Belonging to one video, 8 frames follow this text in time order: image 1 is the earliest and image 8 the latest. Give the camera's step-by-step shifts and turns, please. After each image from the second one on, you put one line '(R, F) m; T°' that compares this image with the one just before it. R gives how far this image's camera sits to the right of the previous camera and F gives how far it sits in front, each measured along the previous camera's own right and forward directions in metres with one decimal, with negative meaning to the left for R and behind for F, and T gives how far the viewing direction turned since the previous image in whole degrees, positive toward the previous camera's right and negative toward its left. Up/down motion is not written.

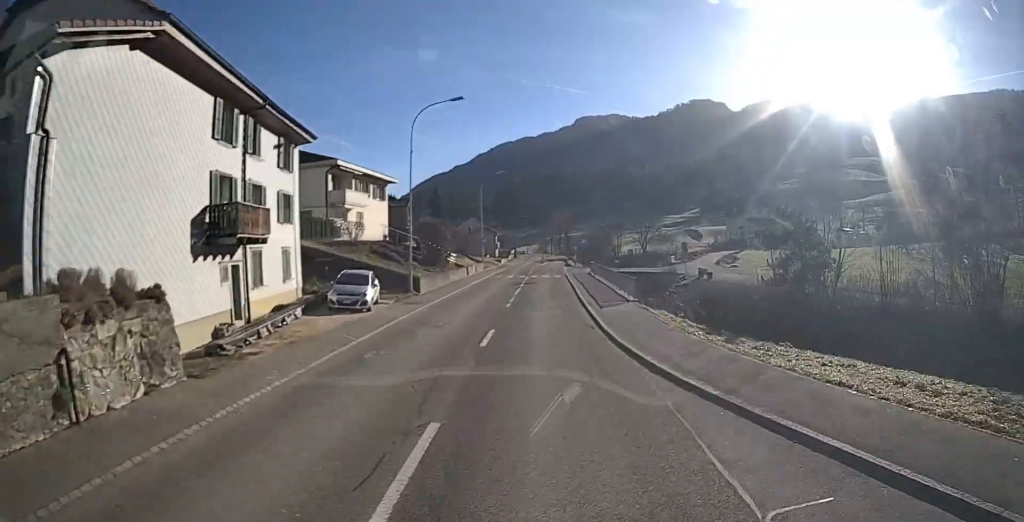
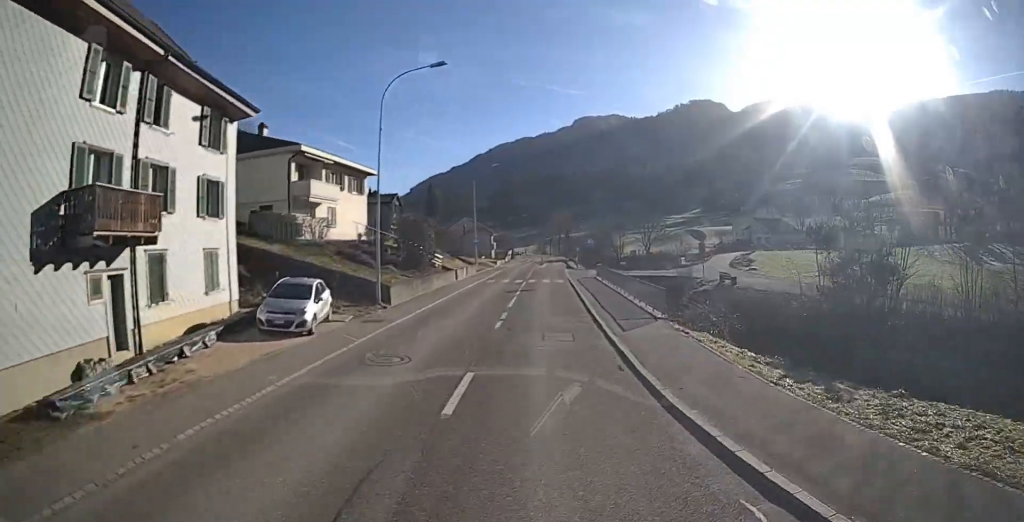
(0.0, +5.7) m; 0°
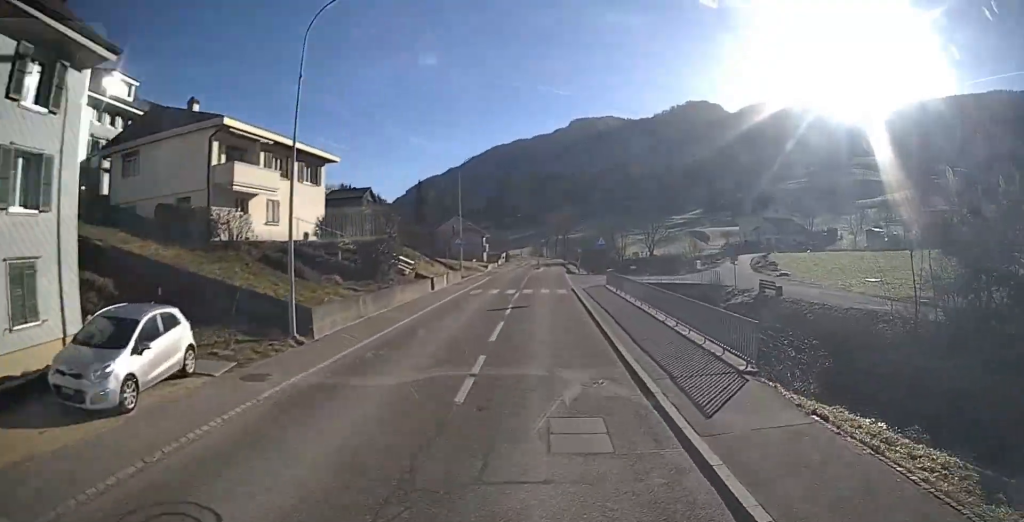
(0.0, +7.6) m; 0°
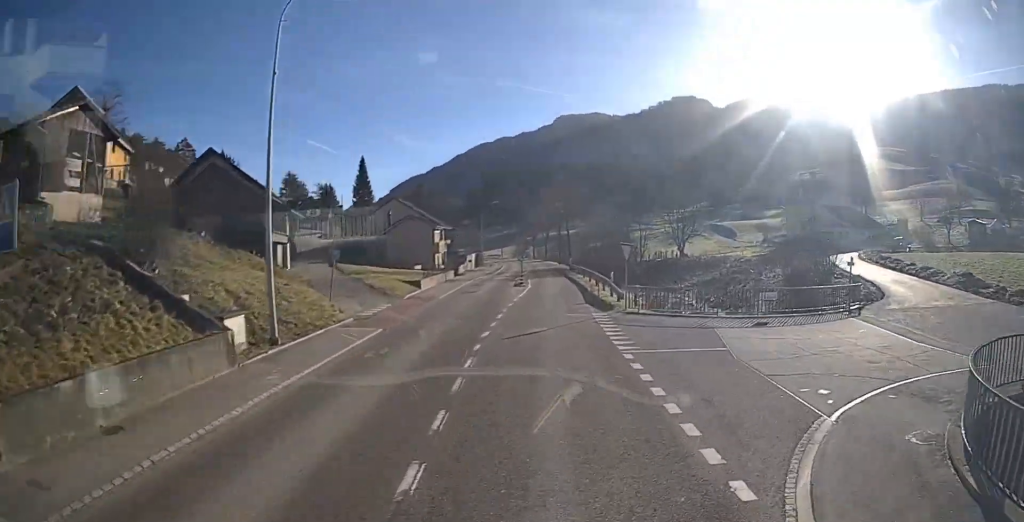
(+0.8, +33.0) m; +4°
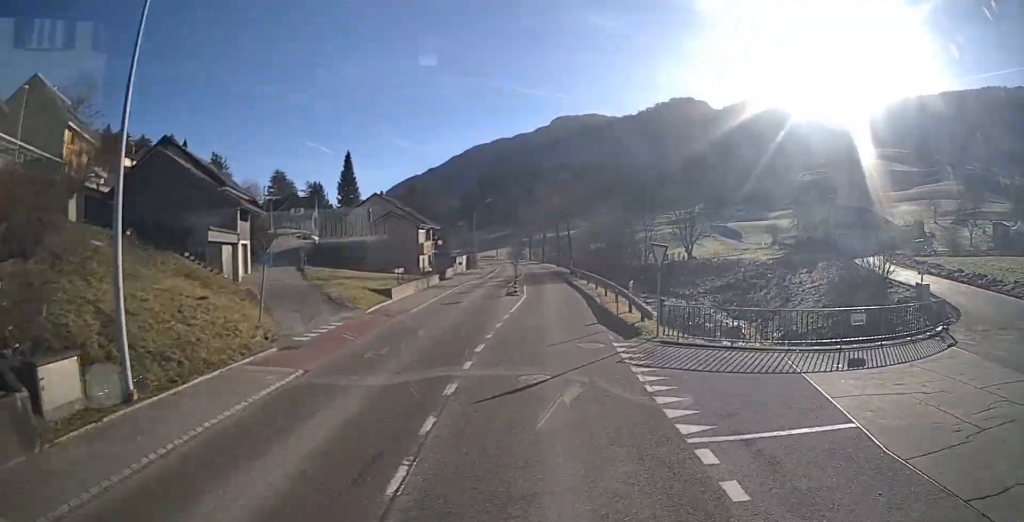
(+0.1, +6.1) m; +1°
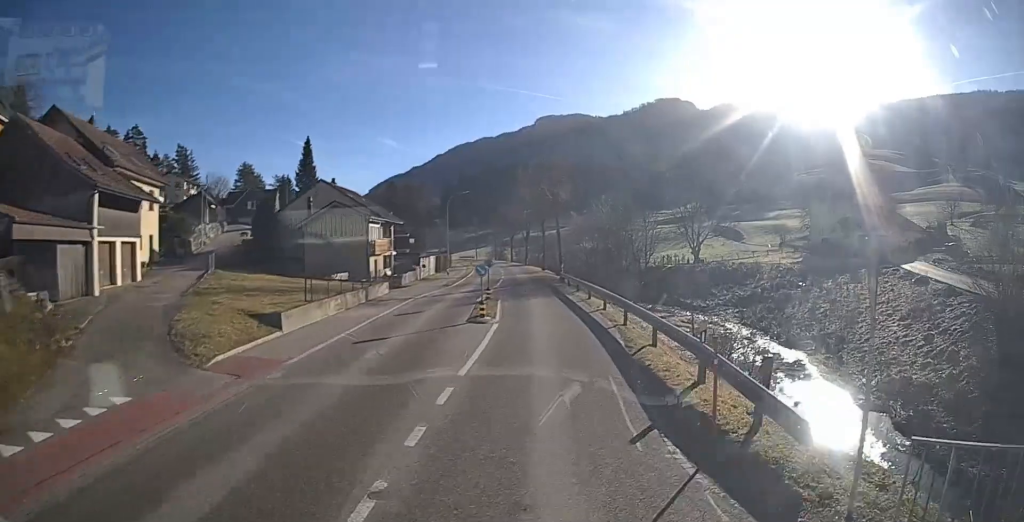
(0.0, +10.6) m; 0°
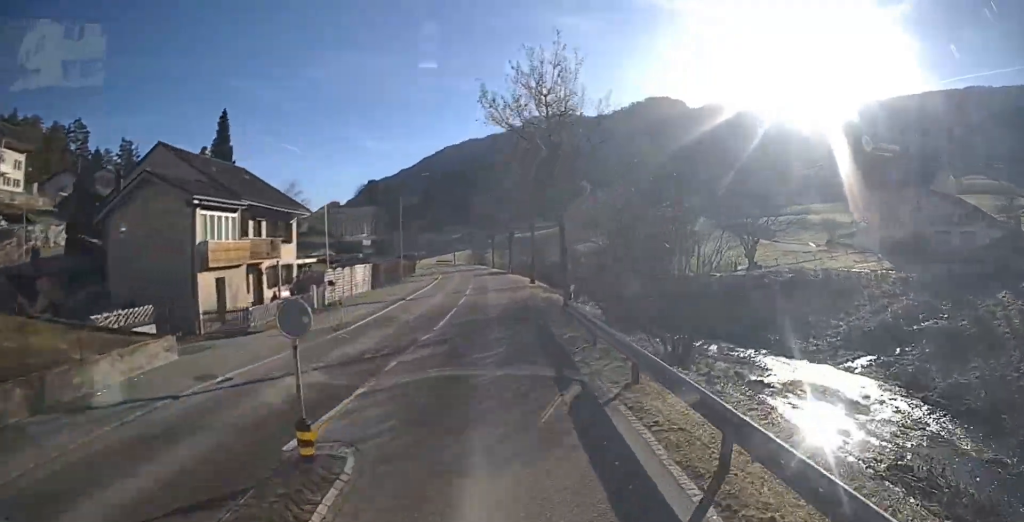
(0.0, +20.0) m; 0°
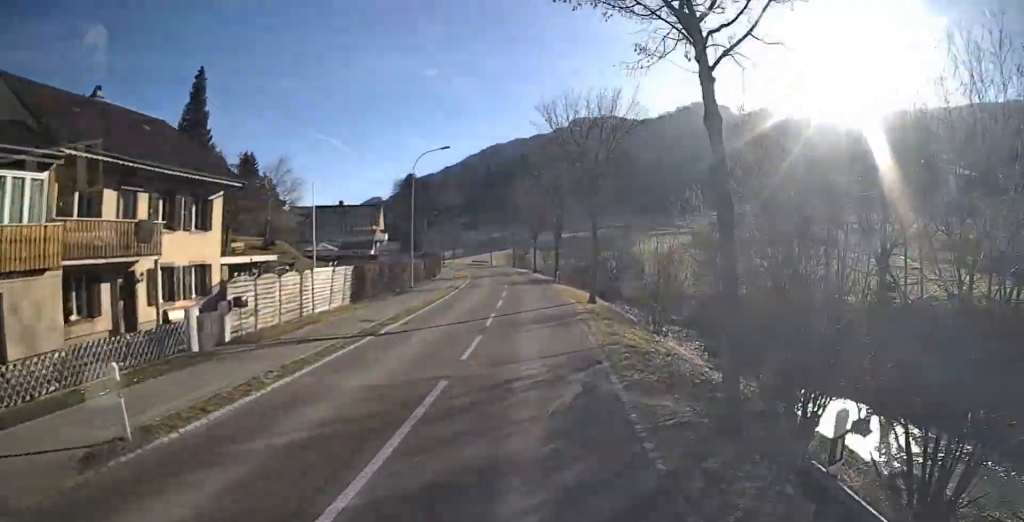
(0.0, +13.7) m; 0°
